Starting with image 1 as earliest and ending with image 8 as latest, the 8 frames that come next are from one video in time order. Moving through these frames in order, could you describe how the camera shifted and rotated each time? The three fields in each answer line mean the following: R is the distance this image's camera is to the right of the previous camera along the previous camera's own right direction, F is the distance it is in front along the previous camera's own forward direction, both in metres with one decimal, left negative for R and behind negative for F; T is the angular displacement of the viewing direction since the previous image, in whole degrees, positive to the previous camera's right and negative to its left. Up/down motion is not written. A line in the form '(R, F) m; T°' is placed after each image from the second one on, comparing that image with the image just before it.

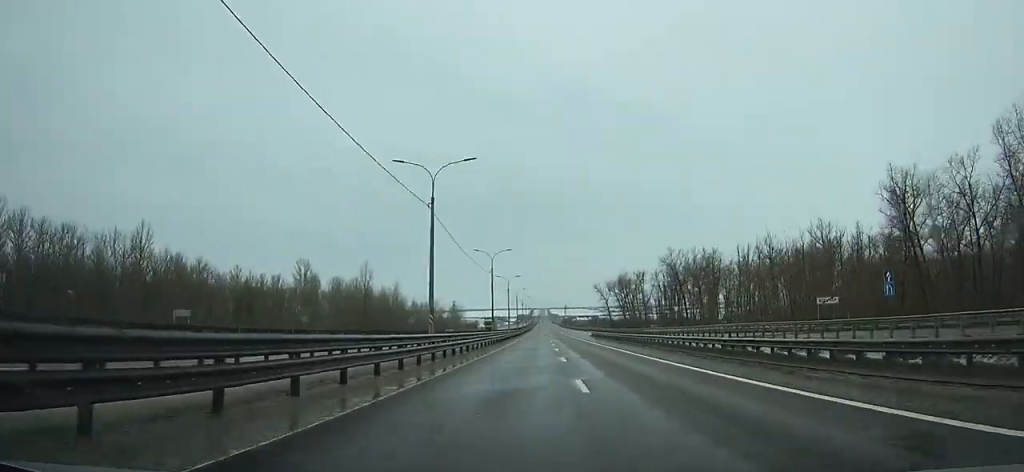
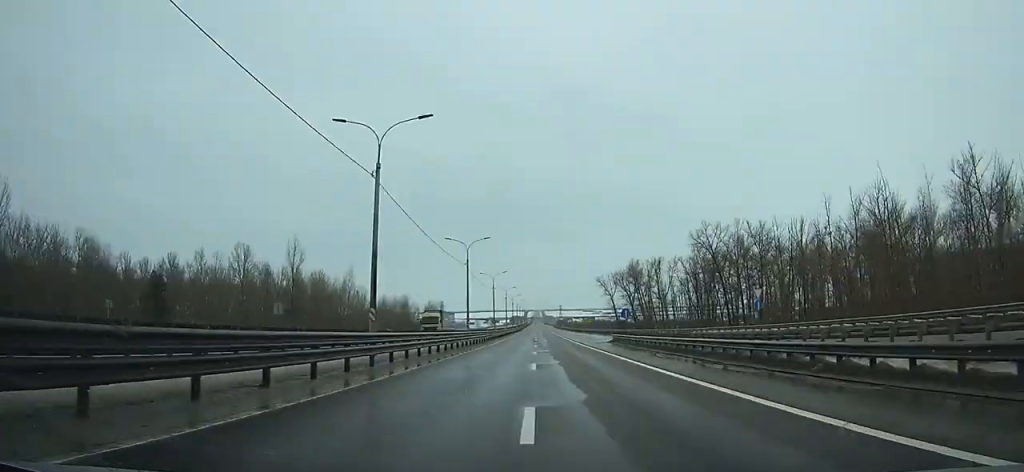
(+0.3, +40.6) m; 0°
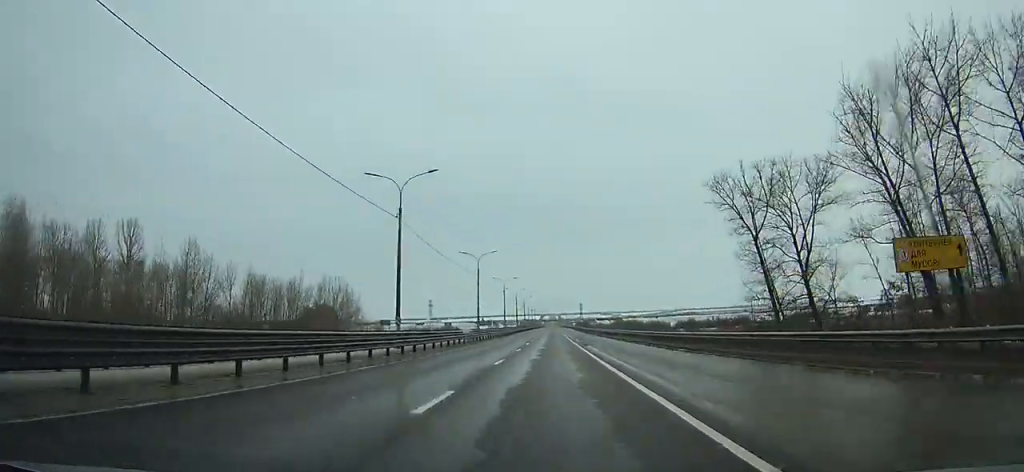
(-1.3, +127.7) m; -1°
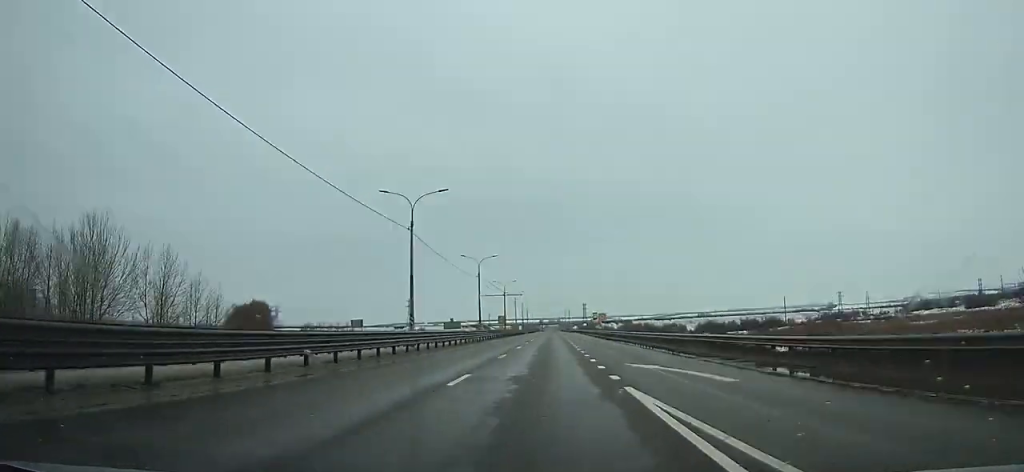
(-0.3, +66.4) m; 0°
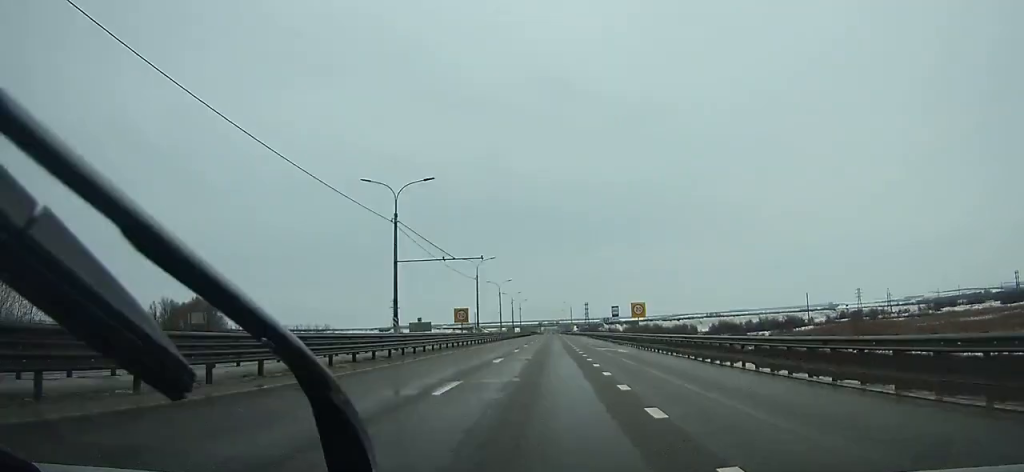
(+0.1, +36.0) m; 0°
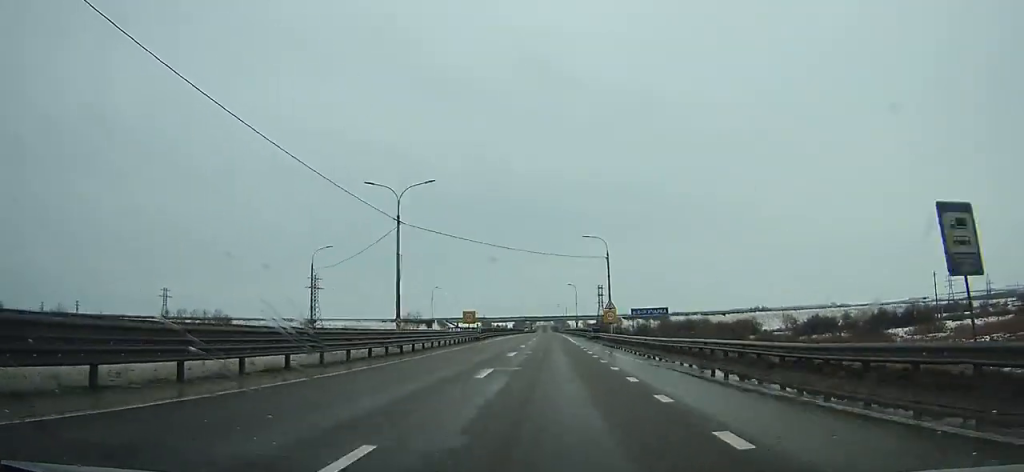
(0.0, +119.9) m; 0°
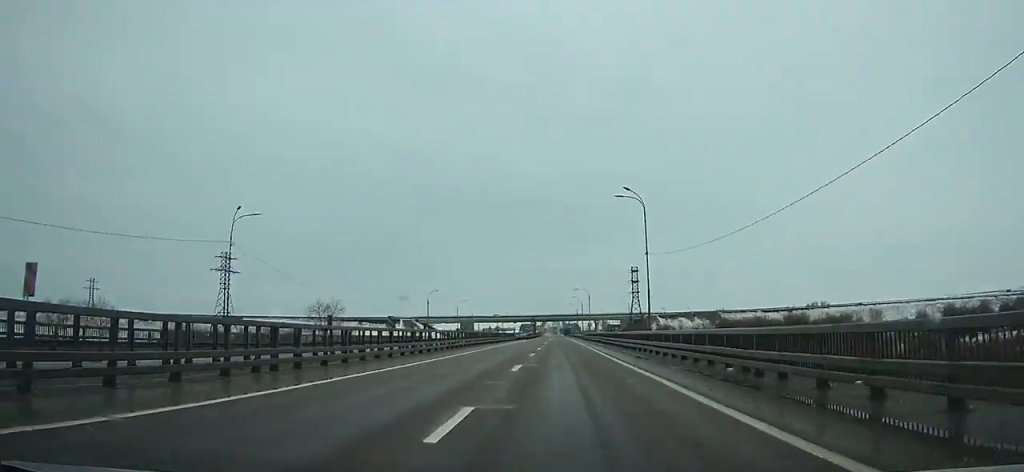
(+0.3, +82.7) m; 0°
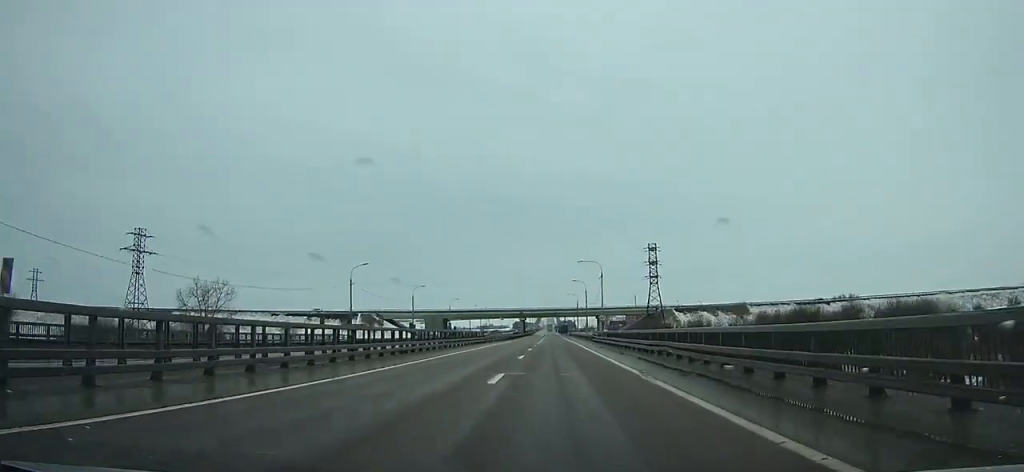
(+0.1, +40.4) m; 0°
